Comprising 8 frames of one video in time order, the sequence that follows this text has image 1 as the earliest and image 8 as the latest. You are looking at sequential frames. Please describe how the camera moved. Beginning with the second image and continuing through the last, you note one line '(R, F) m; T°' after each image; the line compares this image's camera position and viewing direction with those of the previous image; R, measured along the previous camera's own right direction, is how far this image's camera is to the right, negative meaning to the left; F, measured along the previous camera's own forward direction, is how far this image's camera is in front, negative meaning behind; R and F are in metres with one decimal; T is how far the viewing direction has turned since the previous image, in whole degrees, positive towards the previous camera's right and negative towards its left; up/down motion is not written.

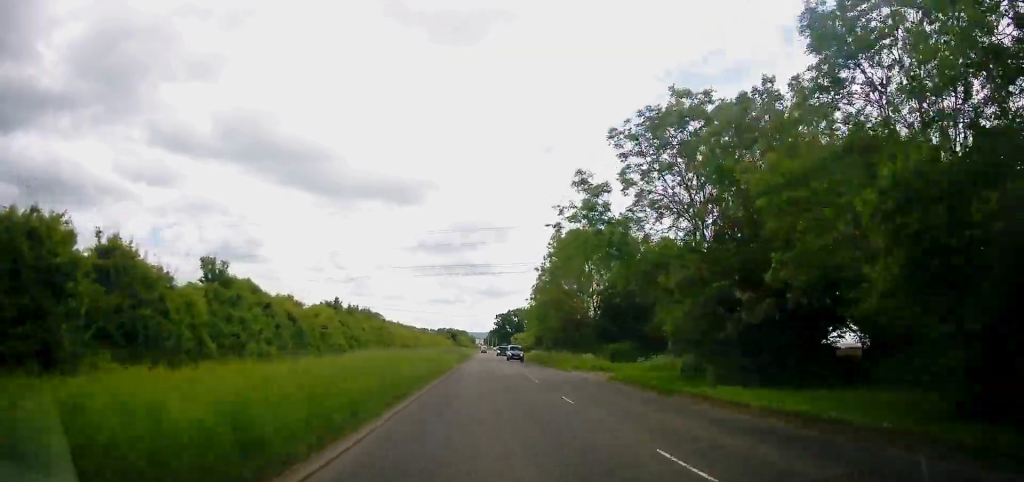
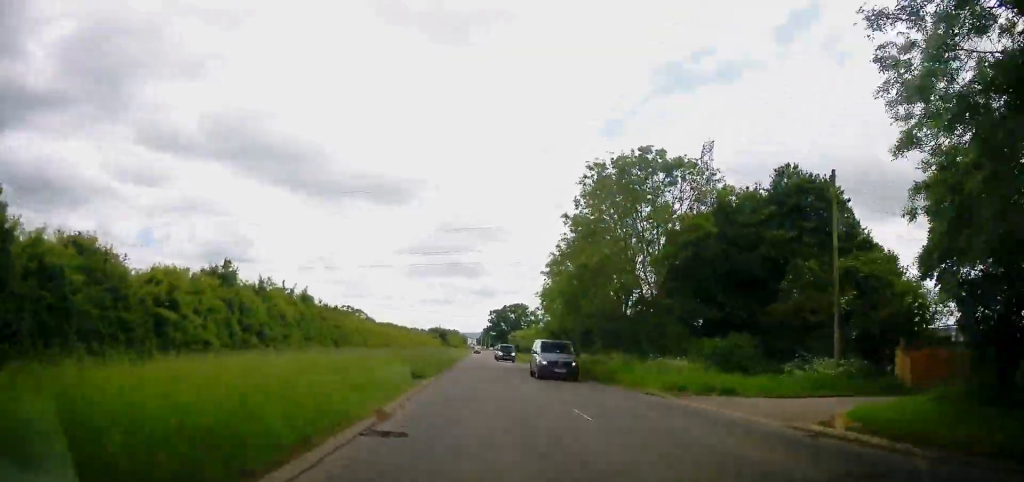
(0.0, +21.2) m; -1°
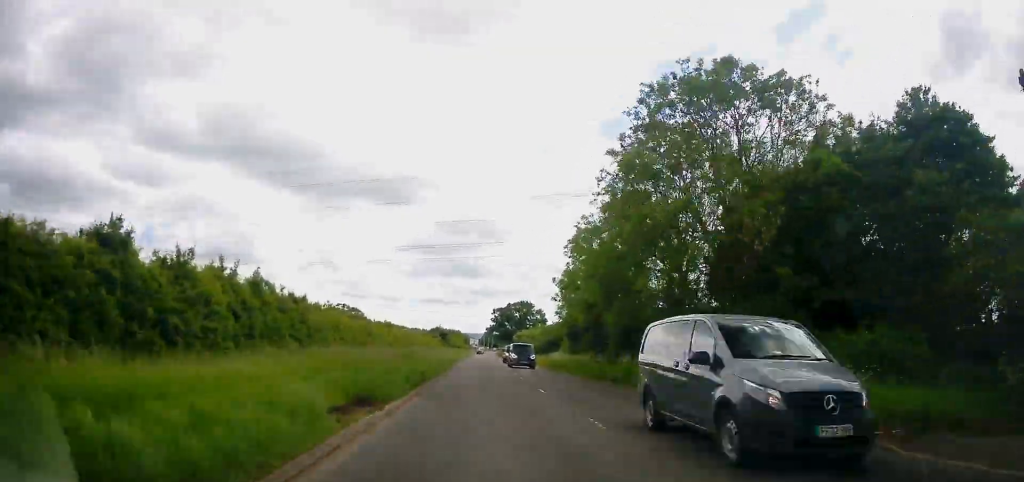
(+0.1, +10.3) m; -1°
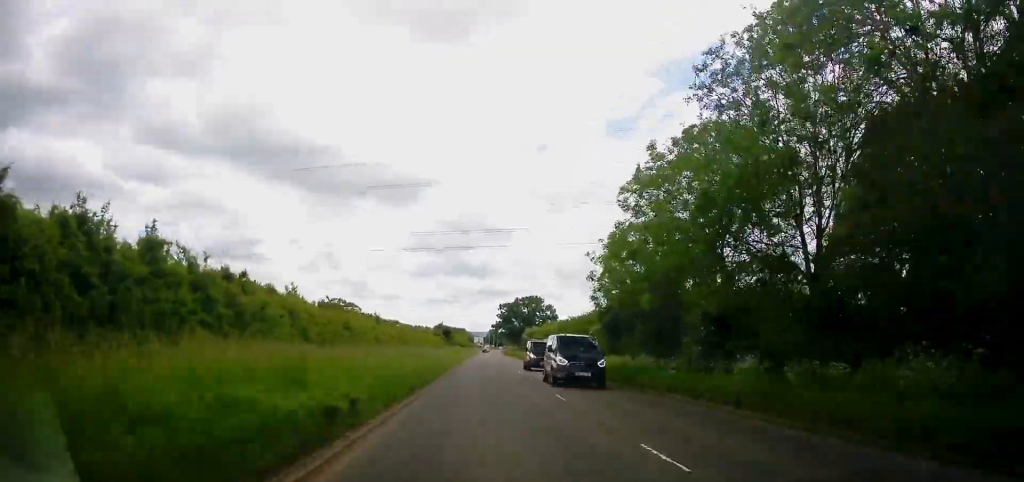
(-0.2, +12.3) m; 0°
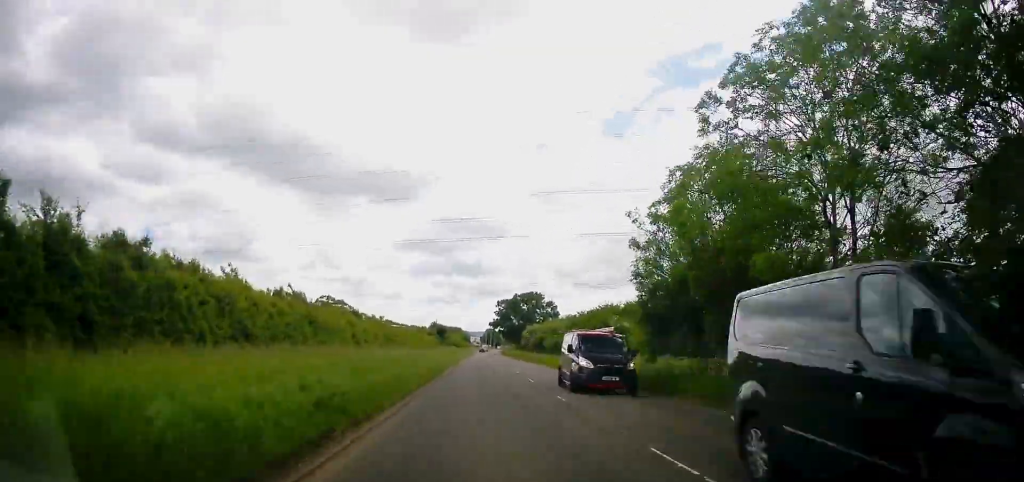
(-0.1, +9.7) m; 0°
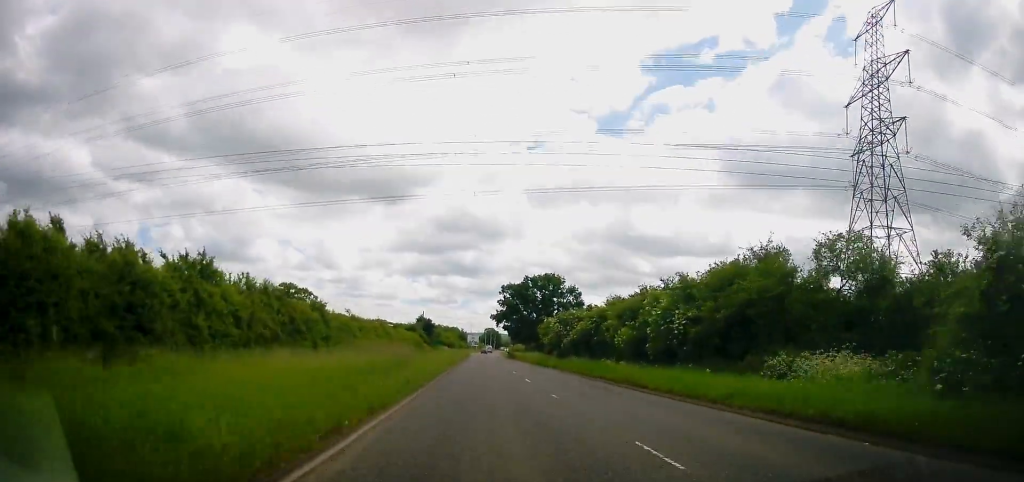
(+1.0, +34.8) m; +2°
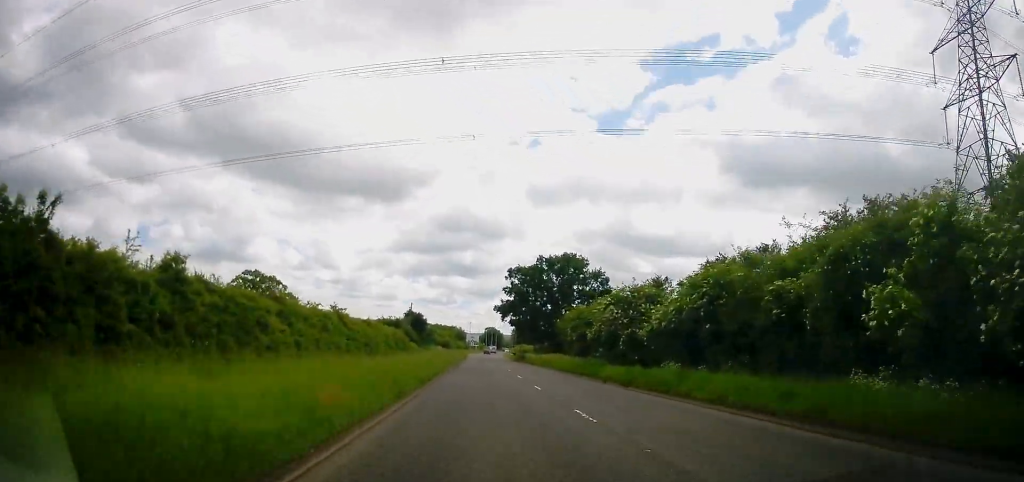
(-0.4, +22.3) m; -1°
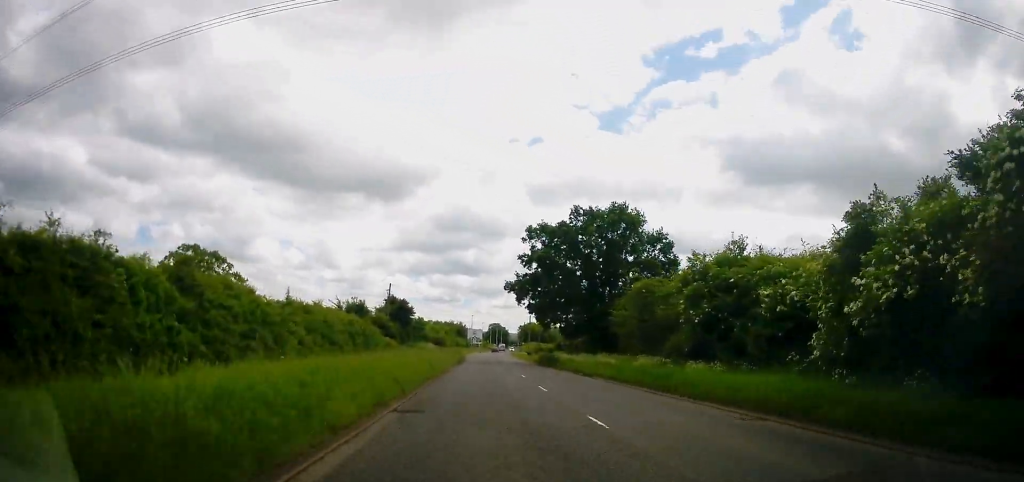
(0.0, +27.6) m; 0°
